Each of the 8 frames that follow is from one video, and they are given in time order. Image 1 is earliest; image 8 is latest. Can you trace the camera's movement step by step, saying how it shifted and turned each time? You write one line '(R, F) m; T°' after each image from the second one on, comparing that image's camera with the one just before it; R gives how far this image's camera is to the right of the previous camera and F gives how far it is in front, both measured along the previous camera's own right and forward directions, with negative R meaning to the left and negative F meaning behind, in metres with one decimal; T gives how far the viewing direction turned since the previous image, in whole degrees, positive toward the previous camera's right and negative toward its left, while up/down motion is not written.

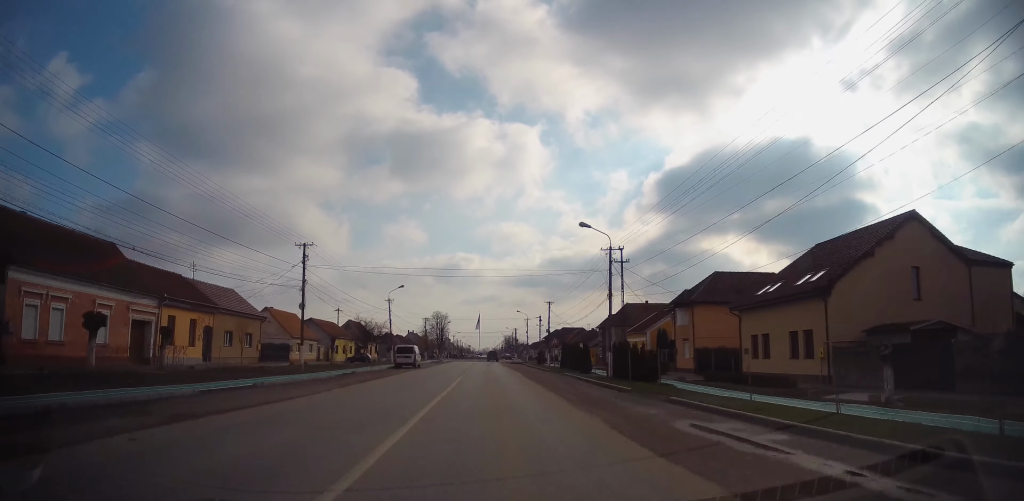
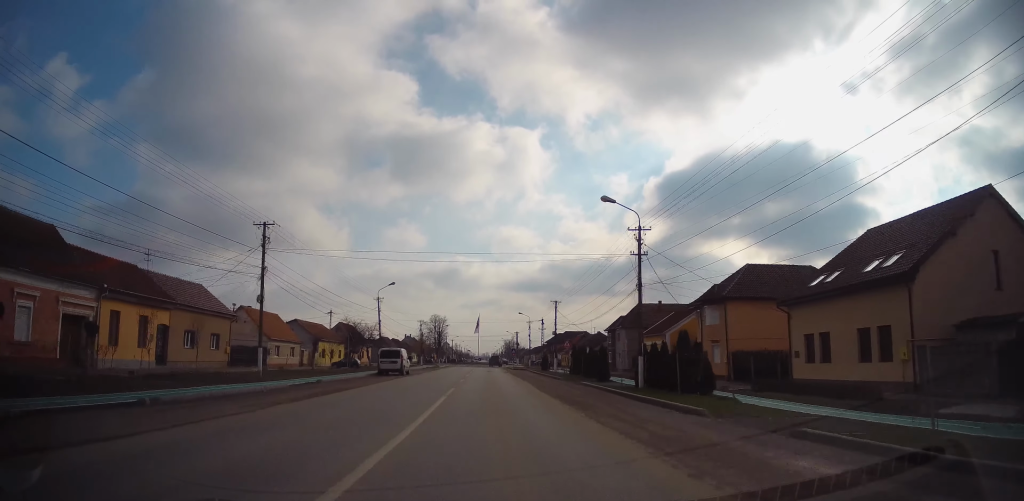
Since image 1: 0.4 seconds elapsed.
(+0.1, +6.5) m; 0°
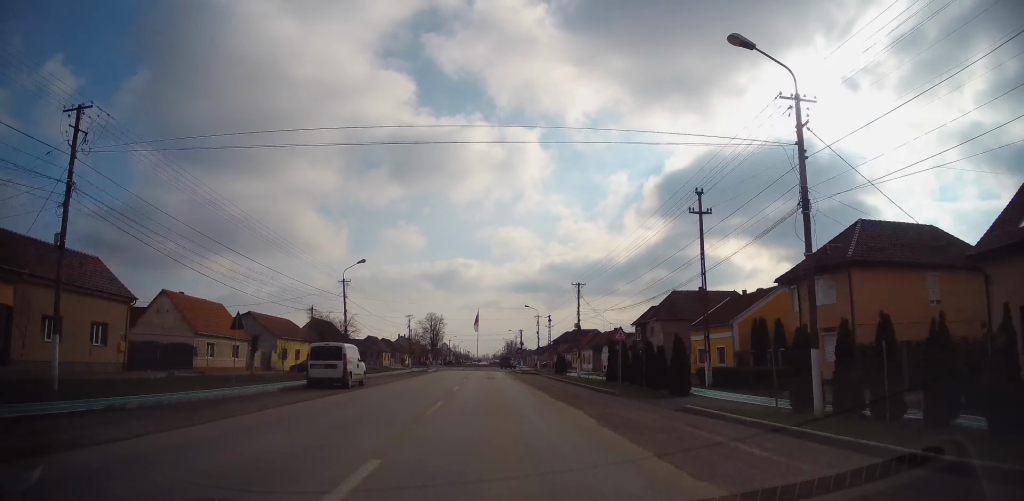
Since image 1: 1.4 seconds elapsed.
(-0.3, +14.6) m; 0°
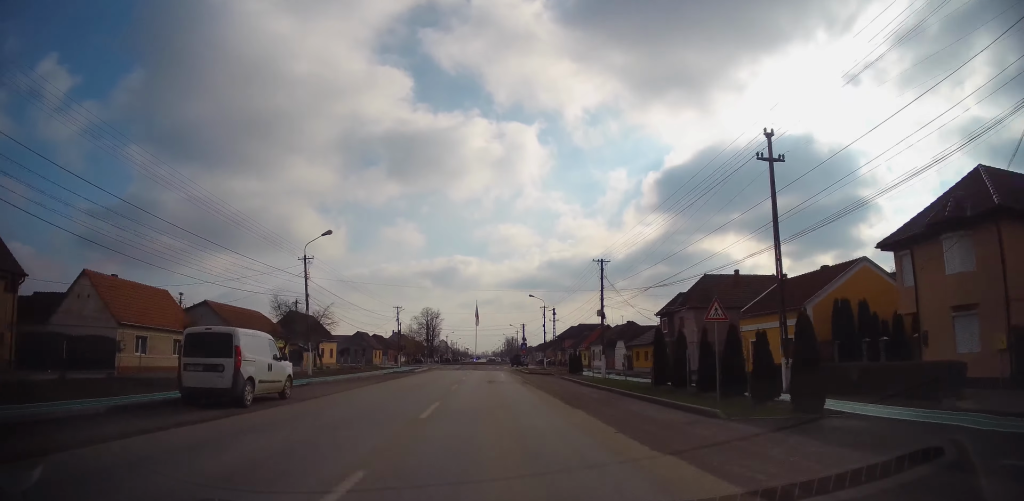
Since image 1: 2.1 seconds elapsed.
(+0.2, +9.3) m; +1°
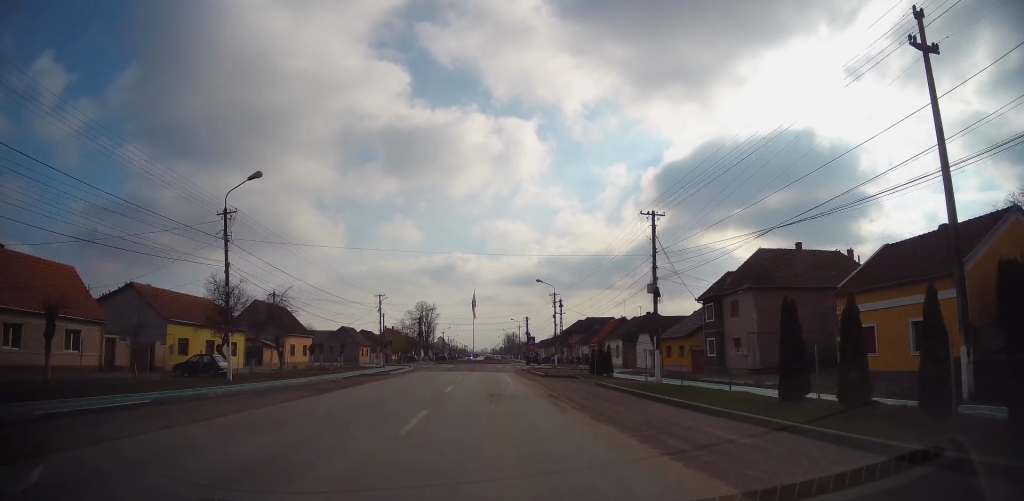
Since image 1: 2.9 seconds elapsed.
(+0.1, +11.1) m; 0°
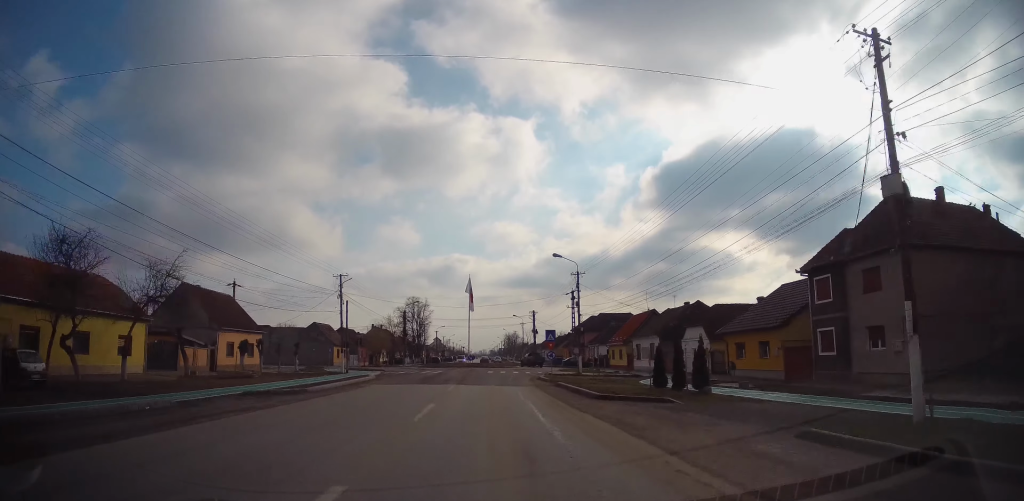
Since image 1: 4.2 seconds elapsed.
(-0.1, +16.0) m; 0°
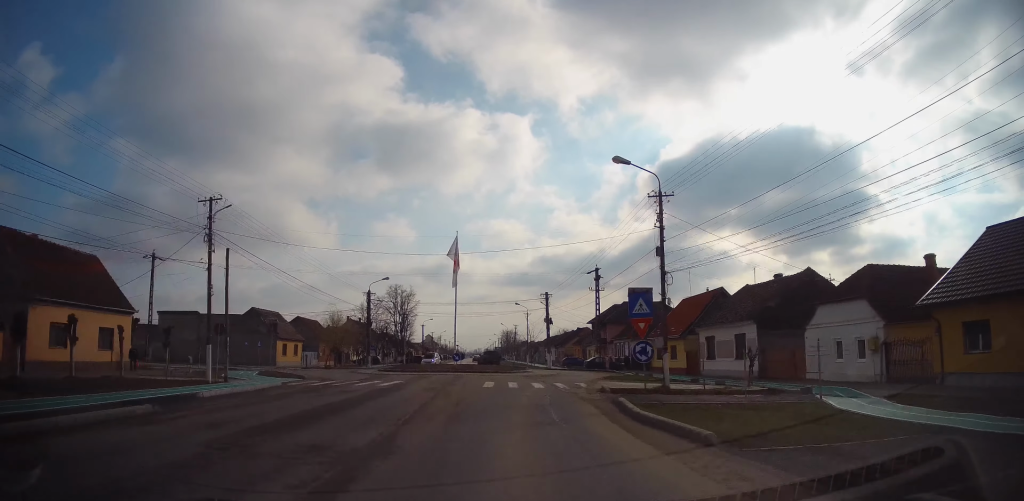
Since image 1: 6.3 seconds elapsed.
(-0.1, +21.3) m; +1°
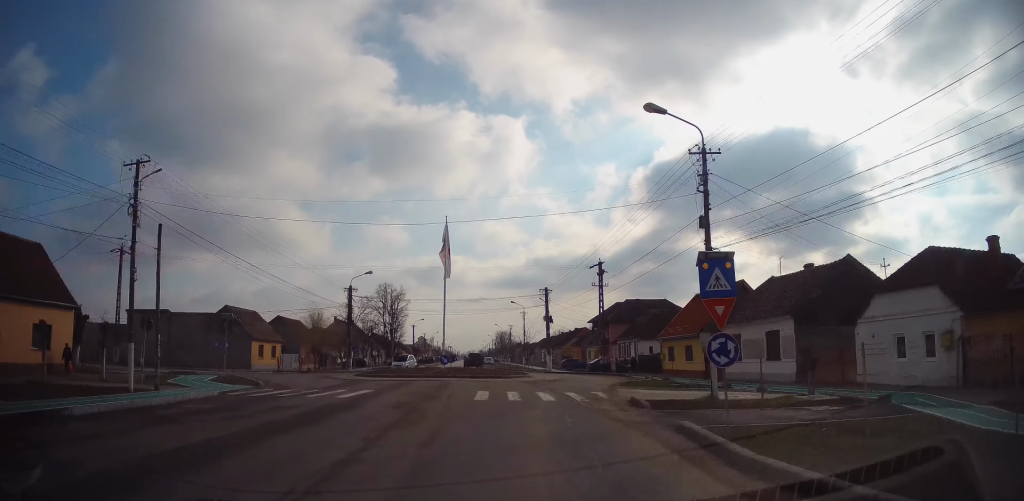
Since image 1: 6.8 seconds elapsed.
(+0.1, +4.9) m; +1°
